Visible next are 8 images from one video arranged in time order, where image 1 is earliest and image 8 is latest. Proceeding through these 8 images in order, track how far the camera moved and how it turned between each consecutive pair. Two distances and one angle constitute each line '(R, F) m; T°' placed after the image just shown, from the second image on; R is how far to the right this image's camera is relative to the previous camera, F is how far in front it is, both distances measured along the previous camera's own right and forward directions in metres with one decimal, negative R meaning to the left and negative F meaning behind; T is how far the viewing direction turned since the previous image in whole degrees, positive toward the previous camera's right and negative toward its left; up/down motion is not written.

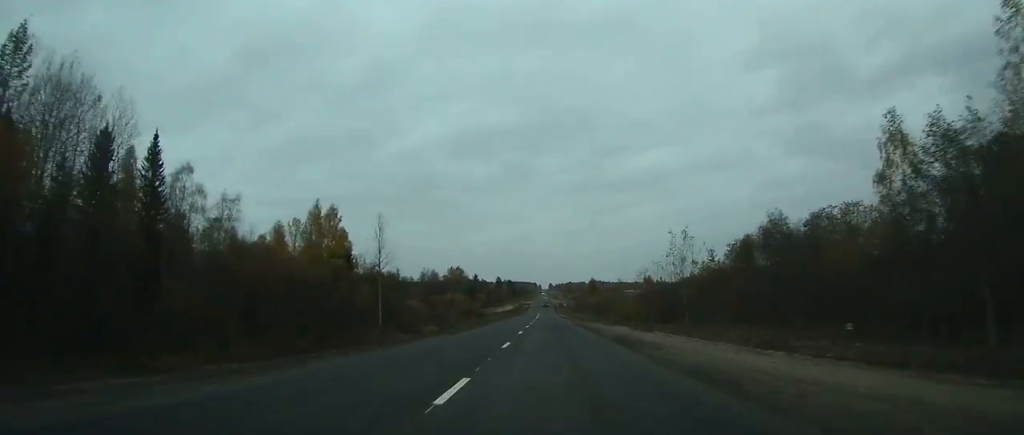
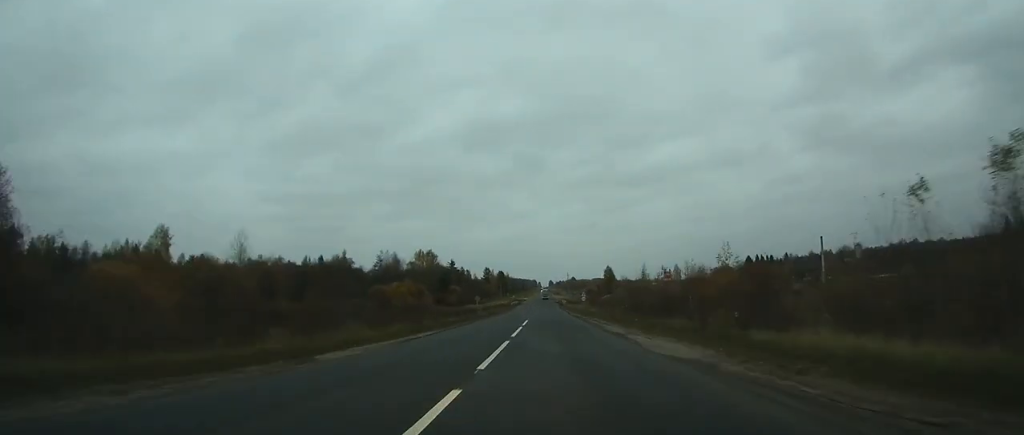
(0.0, +94.3) m; 0°
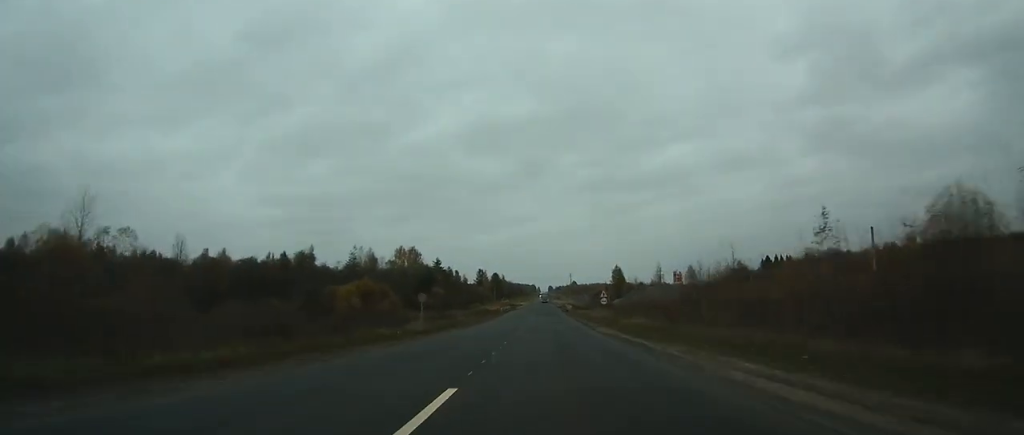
(0.0, +36.9) m; 0°
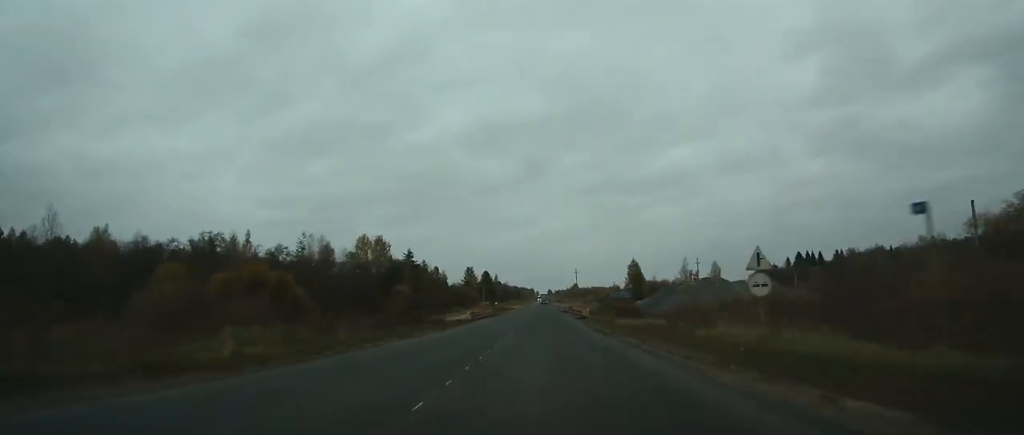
(0.0, +48.3) m; 0°
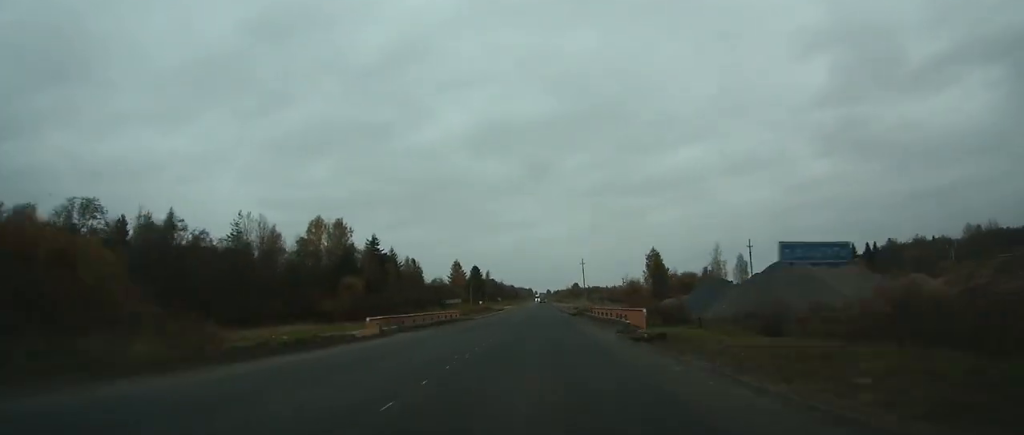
(0.0, +37.5) m; 0°
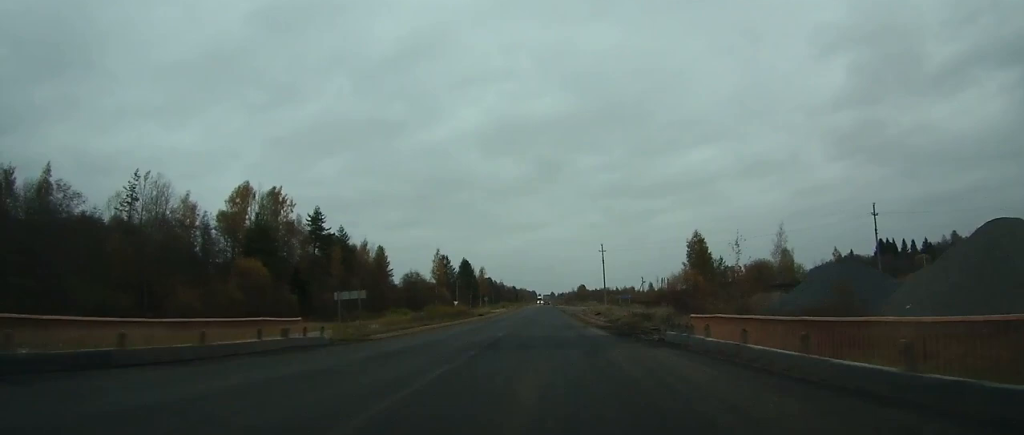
(0.0, +40.3) m; 0°
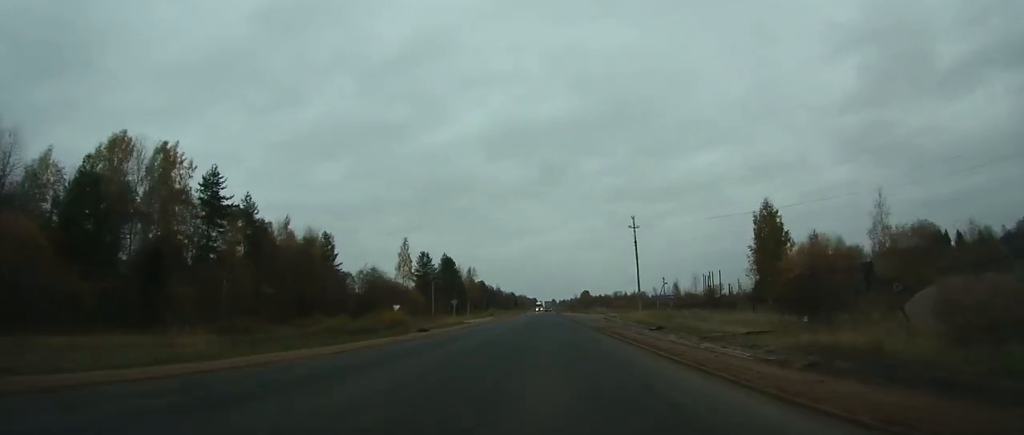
(0.0, +36.7) m; 0°
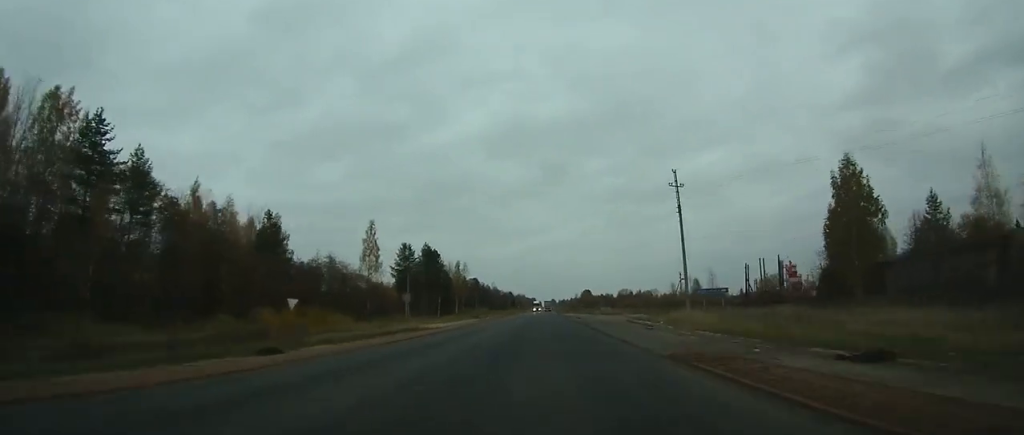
(0.0, +24.4) m; 0°
